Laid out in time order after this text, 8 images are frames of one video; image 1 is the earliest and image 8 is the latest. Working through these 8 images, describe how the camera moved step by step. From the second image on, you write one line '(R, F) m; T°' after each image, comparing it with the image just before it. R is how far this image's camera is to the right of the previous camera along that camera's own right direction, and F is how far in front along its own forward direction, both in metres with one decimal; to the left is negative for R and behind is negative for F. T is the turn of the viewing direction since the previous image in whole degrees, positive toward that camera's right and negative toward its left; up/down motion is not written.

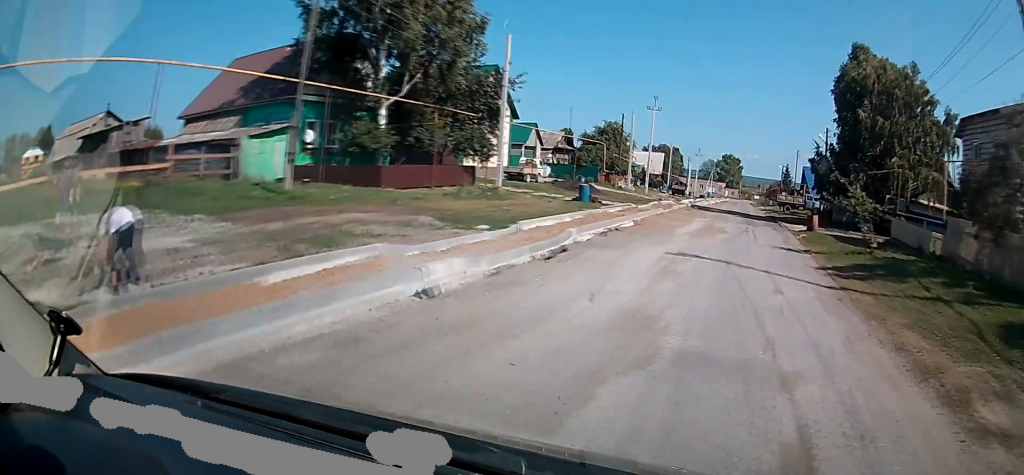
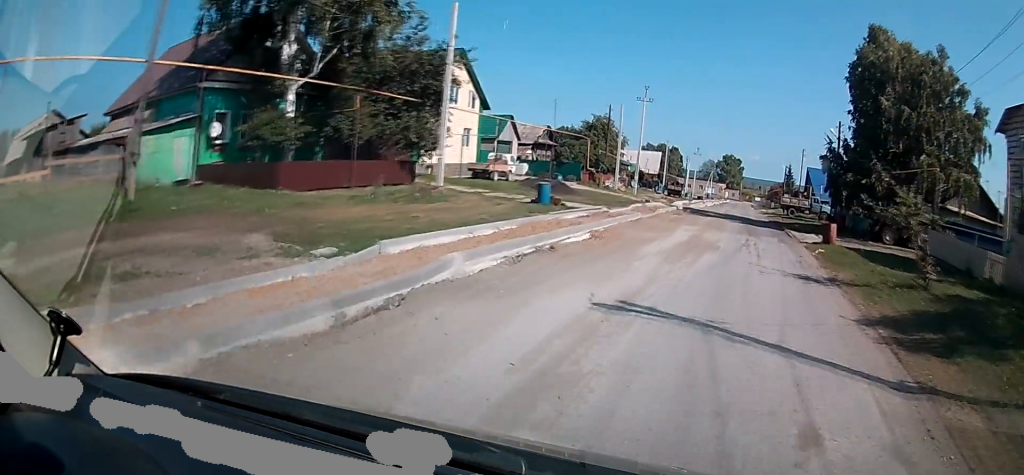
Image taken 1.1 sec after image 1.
(0.0, +6.1) m; 0°
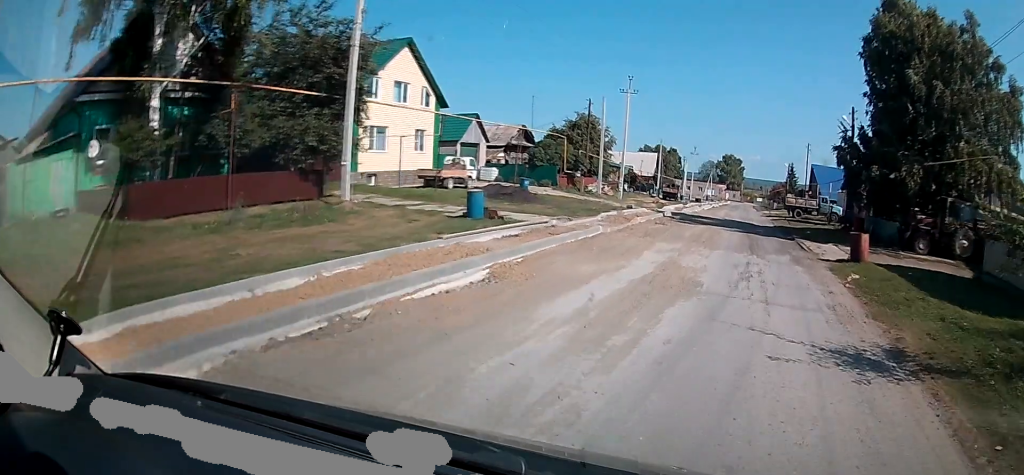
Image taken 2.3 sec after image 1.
(0.0, +6.4) m; 0°
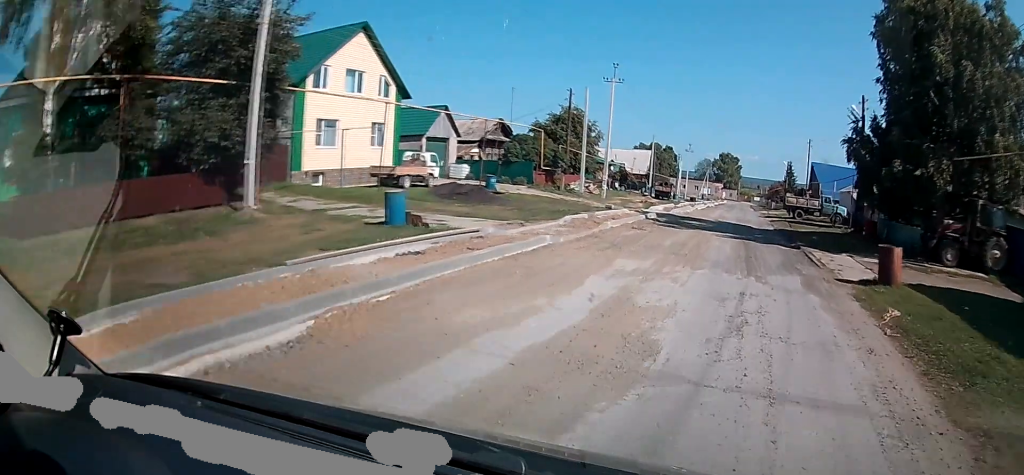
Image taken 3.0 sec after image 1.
(0.0, +4.2) m; 0°
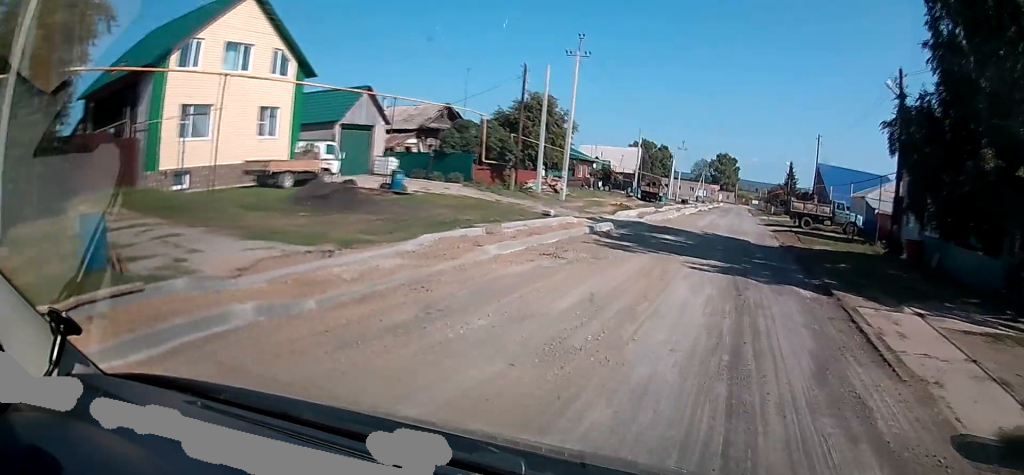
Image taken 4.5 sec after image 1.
(+0.2, +8.4) m; +2°
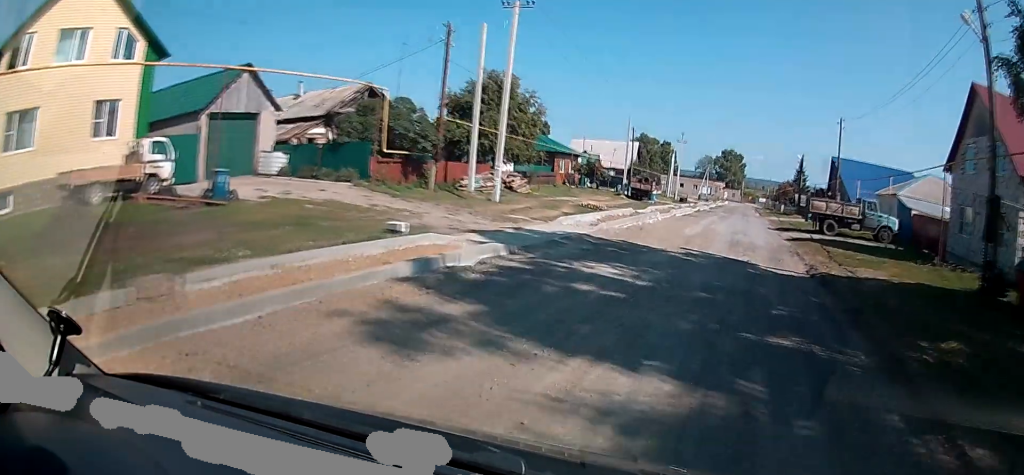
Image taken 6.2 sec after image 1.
(-0.1, +9.3) m; -3°
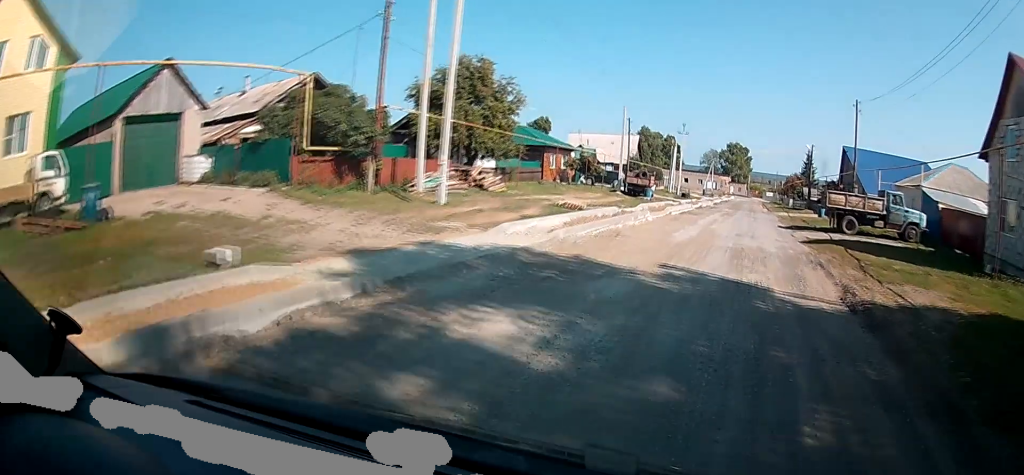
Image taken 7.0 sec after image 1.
(0.0, +4.8) m; 0°
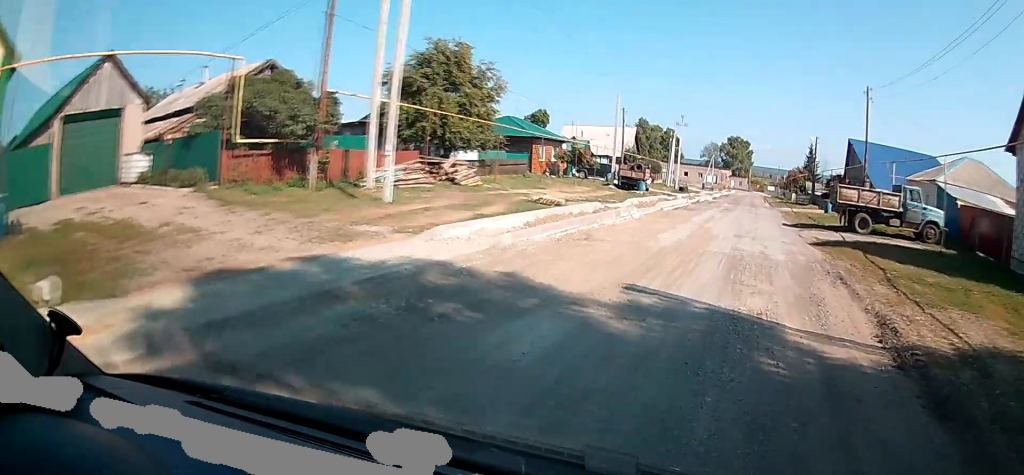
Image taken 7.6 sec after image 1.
(0.0, +3.2) m; 0°
